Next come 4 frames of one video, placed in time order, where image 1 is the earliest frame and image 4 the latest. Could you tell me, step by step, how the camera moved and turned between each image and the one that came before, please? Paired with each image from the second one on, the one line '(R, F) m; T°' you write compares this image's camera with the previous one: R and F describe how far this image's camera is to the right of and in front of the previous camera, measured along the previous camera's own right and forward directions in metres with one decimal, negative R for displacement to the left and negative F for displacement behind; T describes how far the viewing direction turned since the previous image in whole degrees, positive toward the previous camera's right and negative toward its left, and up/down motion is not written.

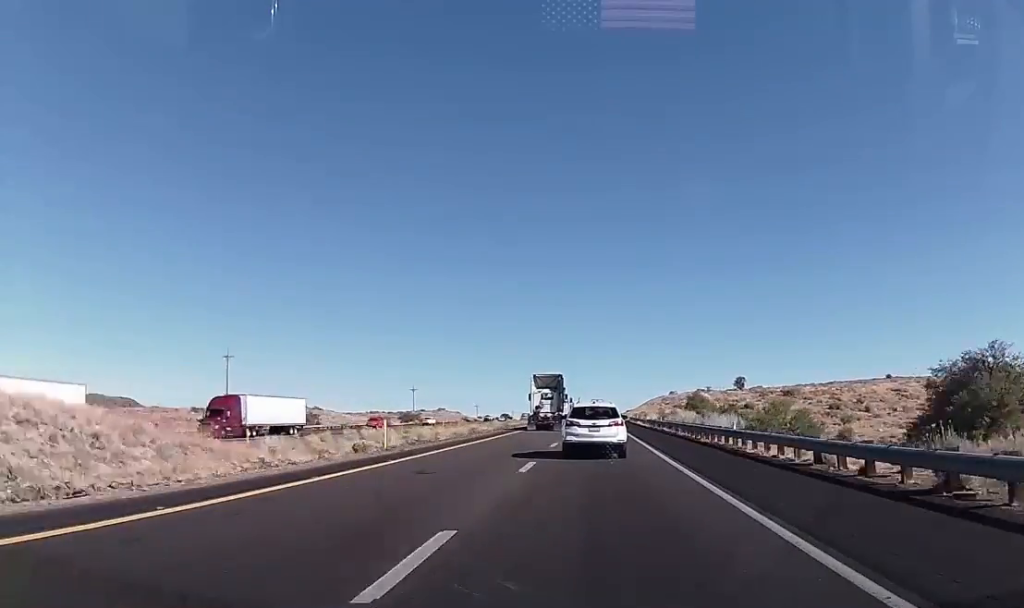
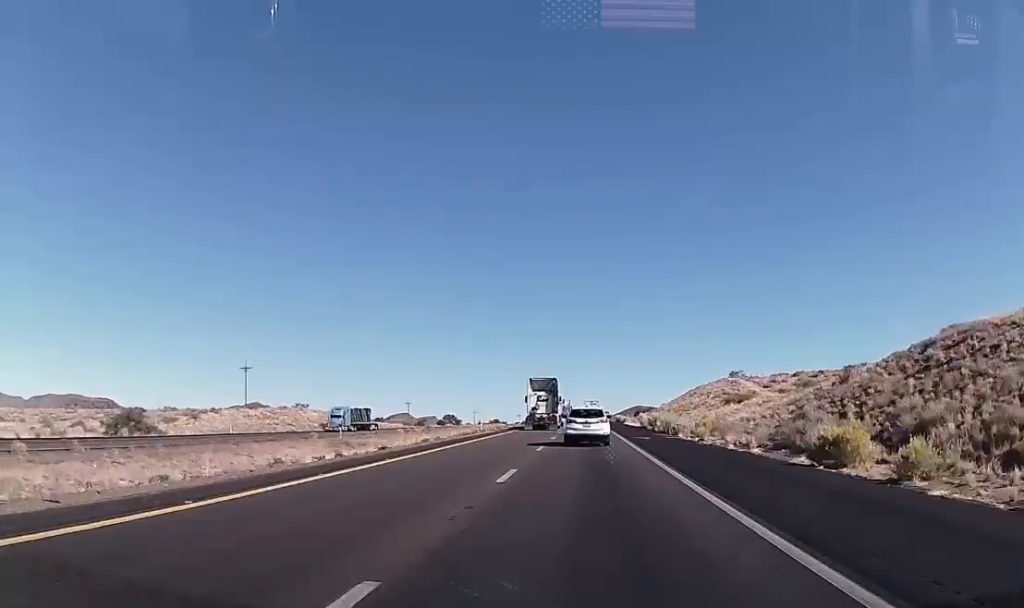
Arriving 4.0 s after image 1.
(+0.2, +139.2) m; 0°
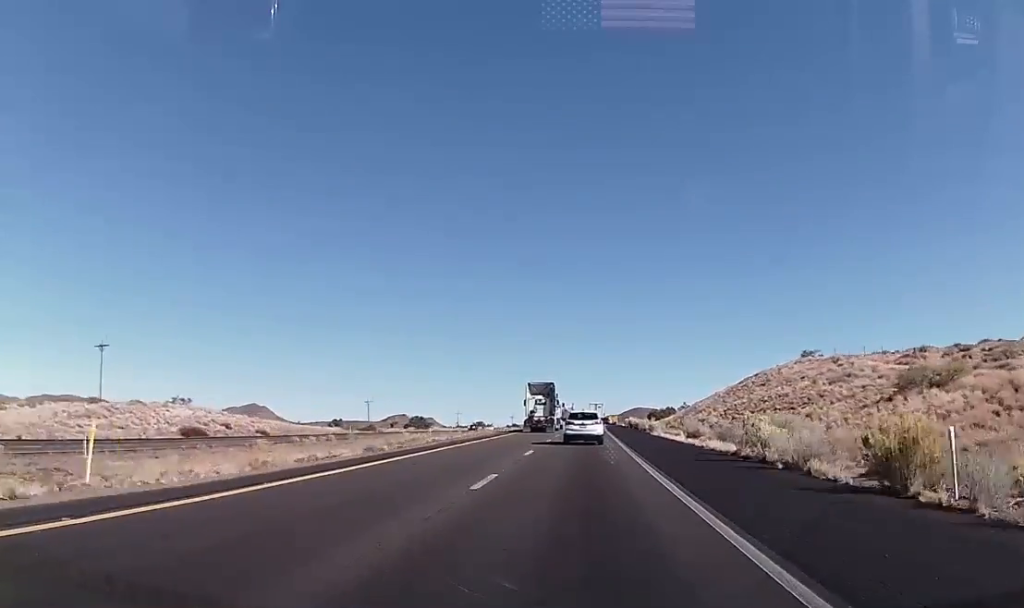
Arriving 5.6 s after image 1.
(0.0, +50.3) m; 0°
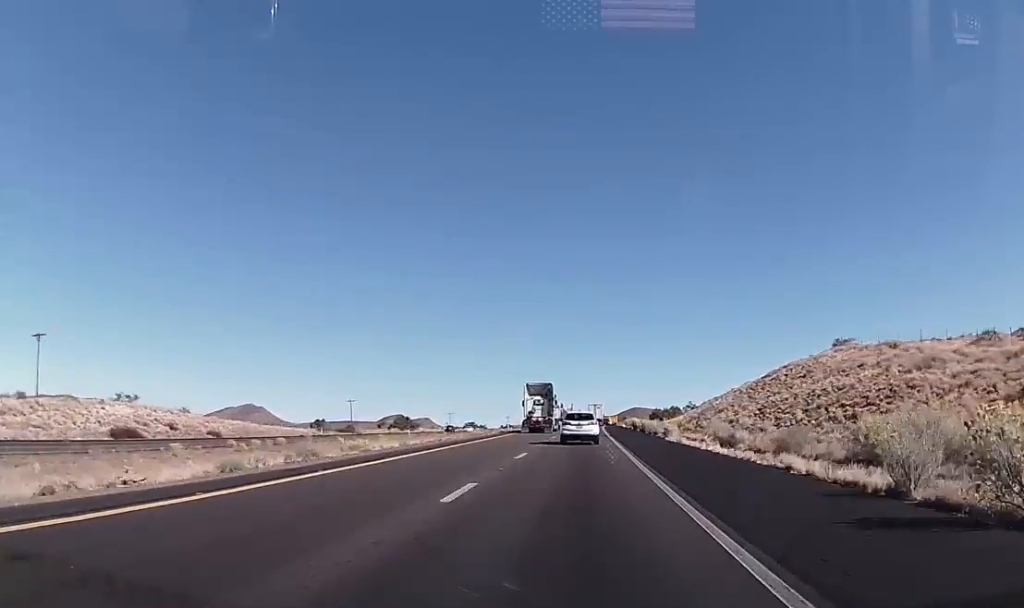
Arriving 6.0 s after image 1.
(0.0, +14.2) m; 0°
